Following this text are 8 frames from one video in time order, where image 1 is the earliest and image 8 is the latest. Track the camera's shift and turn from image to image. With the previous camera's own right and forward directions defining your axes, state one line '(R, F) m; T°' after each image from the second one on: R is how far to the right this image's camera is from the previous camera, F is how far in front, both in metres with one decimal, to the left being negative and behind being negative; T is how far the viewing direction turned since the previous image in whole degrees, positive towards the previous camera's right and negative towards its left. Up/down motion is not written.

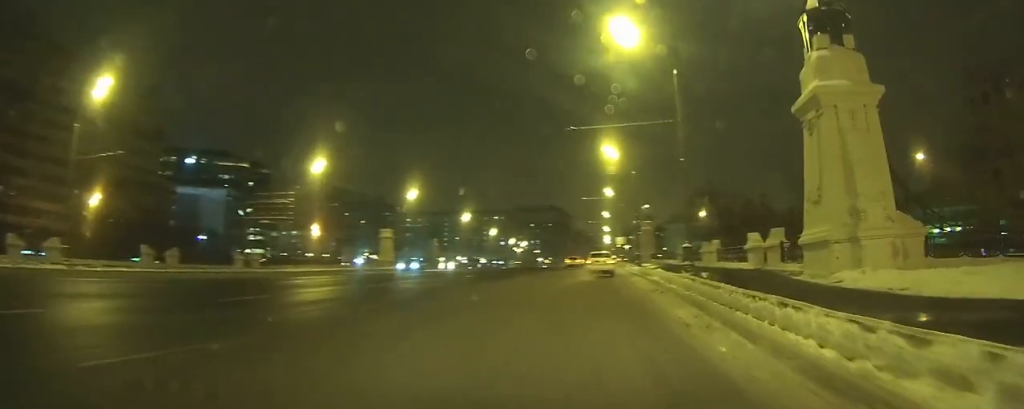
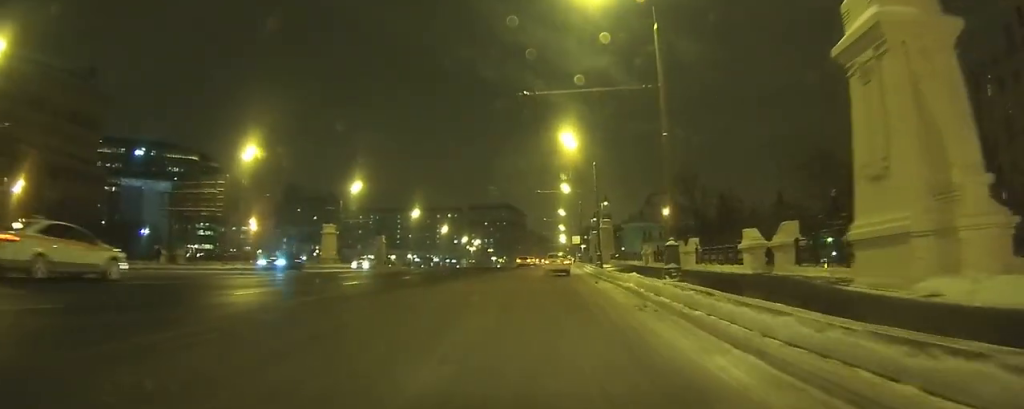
(+0.4, +4.9) m; +7°
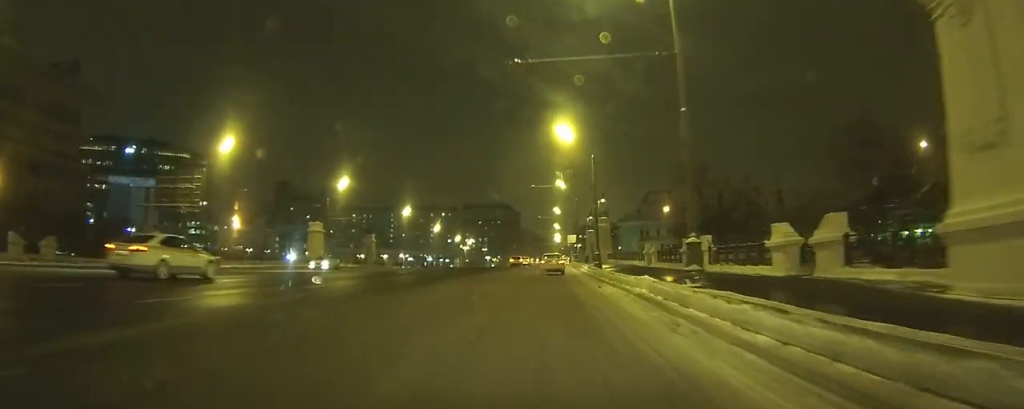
(0.0, +3.1) m; +3°
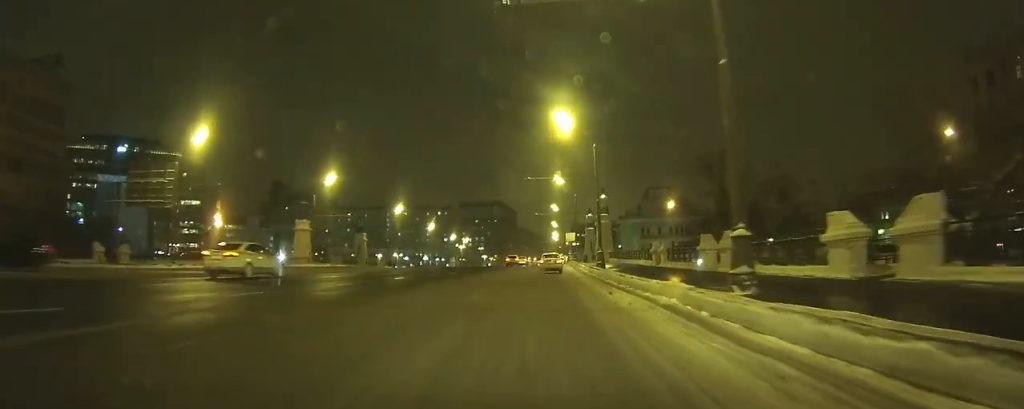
(+0.1, +4.0) m; +2°
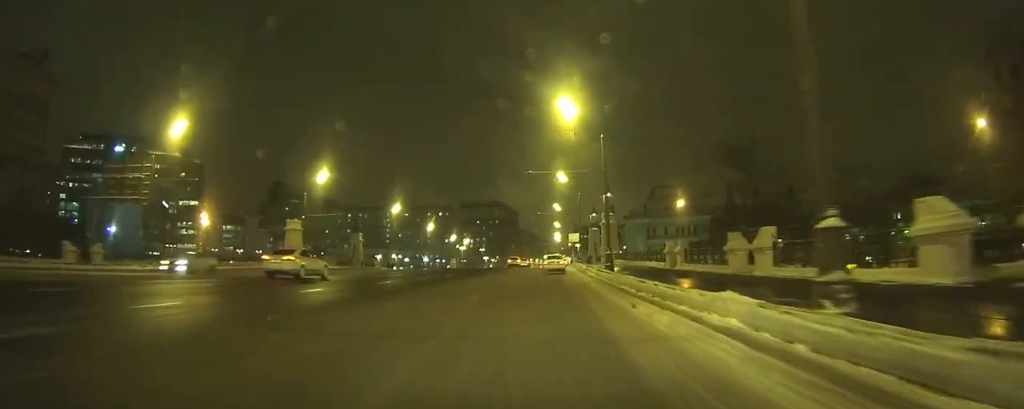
(+0.1, +3.6) m; +1°
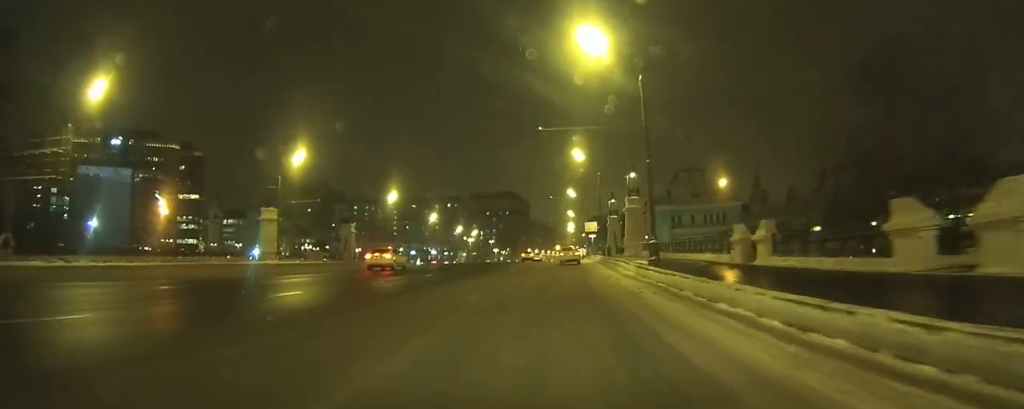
(+0.1, +11.1) m; 0°
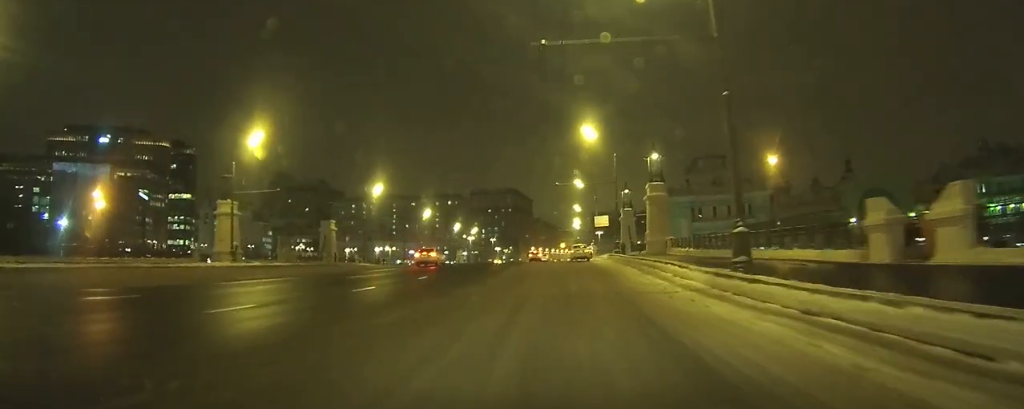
(0.0, +11.8) m; +1°
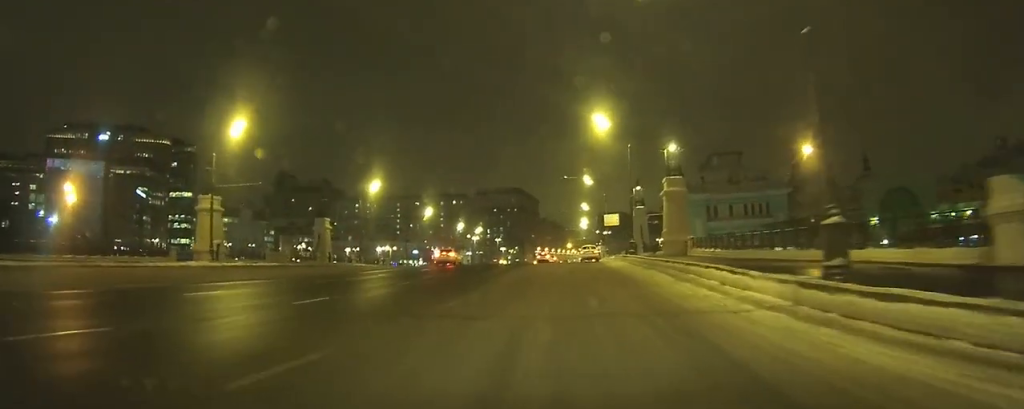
(+0.1, +5.2) m; 0°
